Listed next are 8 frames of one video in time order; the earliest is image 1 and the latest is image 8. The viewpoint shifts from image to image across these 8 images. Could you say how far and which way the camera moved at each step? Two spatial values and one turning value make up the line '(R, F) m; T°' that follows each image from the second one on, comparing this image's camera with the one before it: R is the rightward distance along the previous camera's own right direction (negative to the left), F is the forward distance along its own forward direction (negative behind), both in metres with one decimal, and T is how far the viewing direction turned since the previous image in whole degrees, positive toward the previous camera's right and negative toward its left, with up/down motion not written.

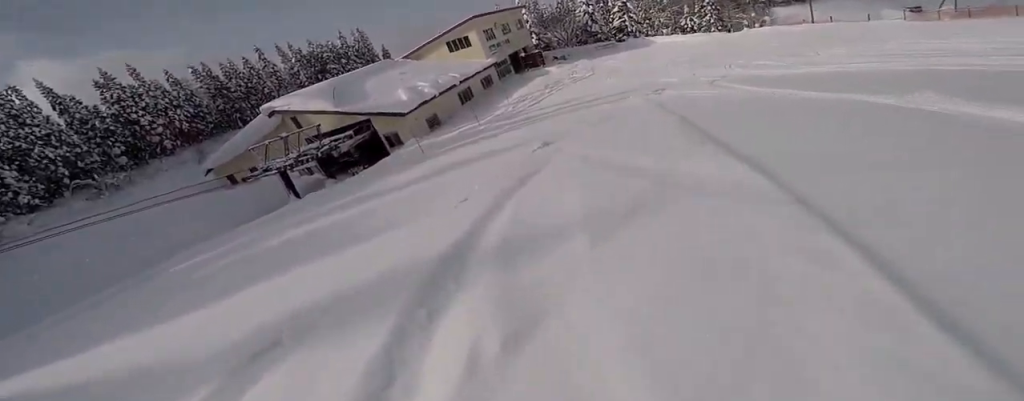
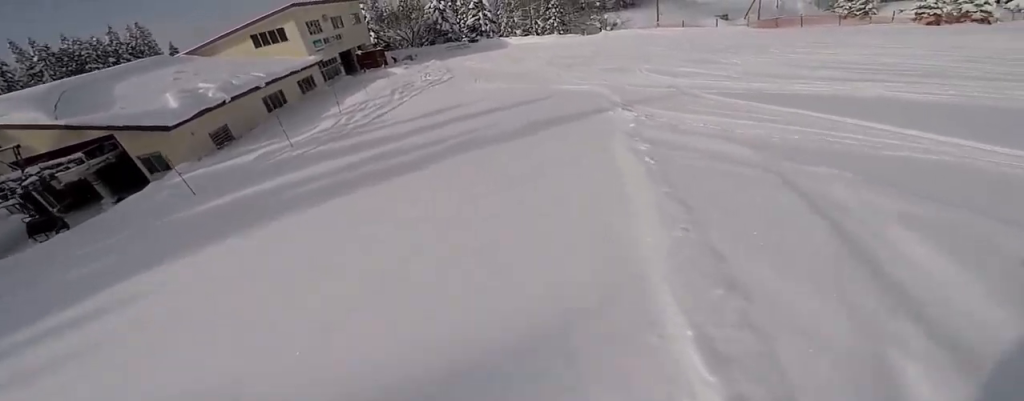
(+2.1, +8.0) m; +27°
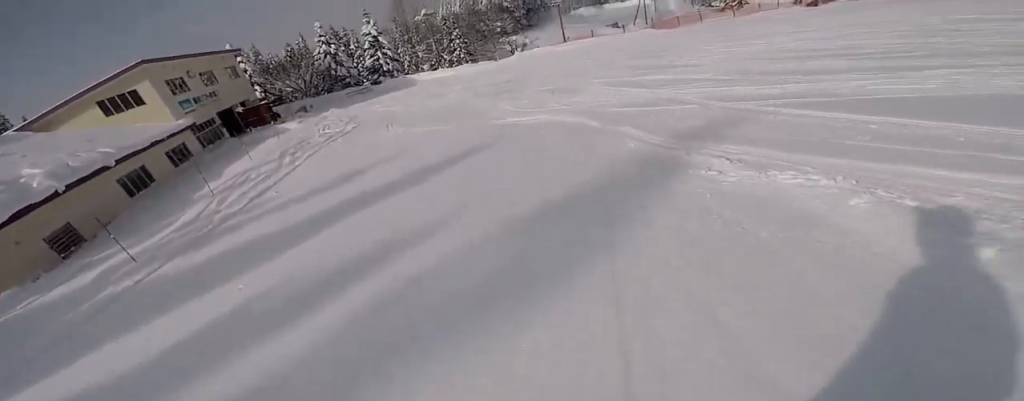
(+1.0, +4.9) m; +13°
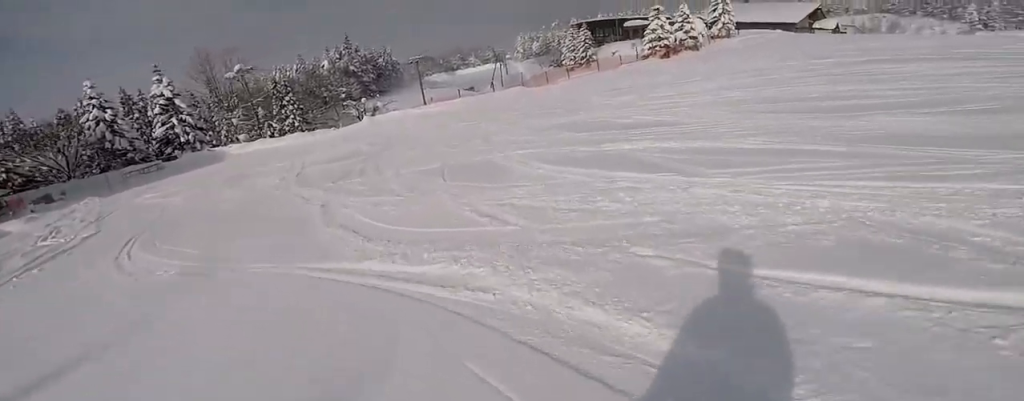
(+1.3, +7.7) m; +9°
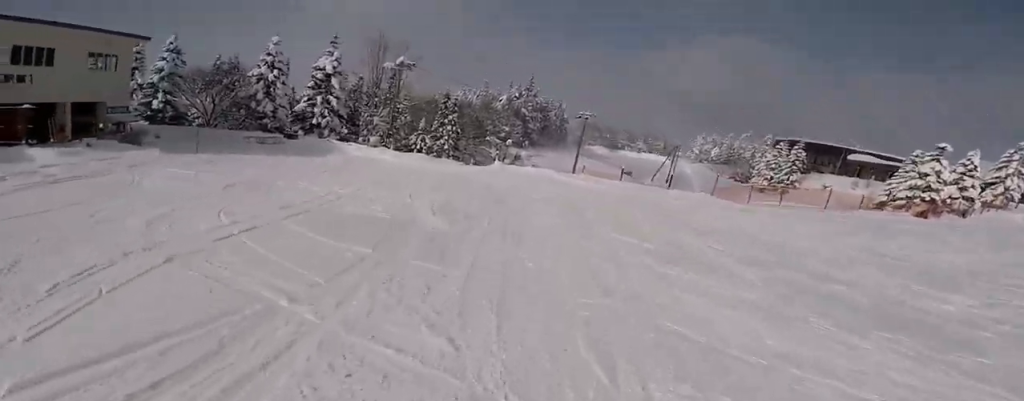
(-0.4, +10.1) m; -18°
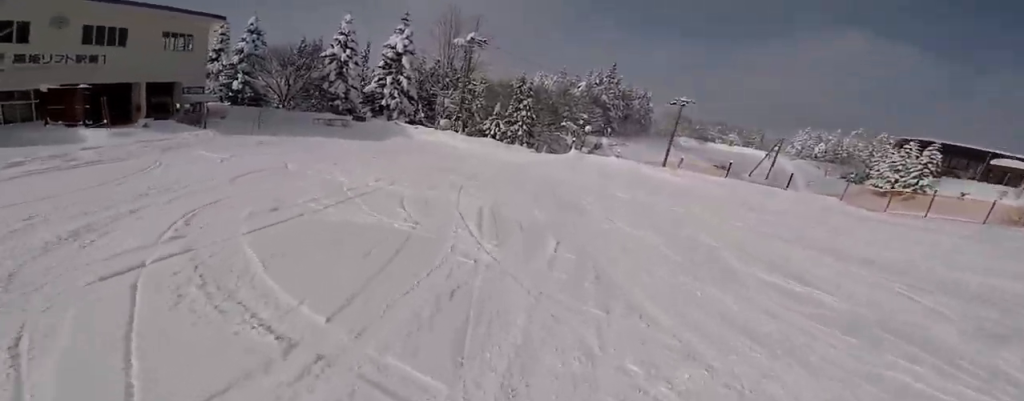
(-0.2, +3.1) m; -8°
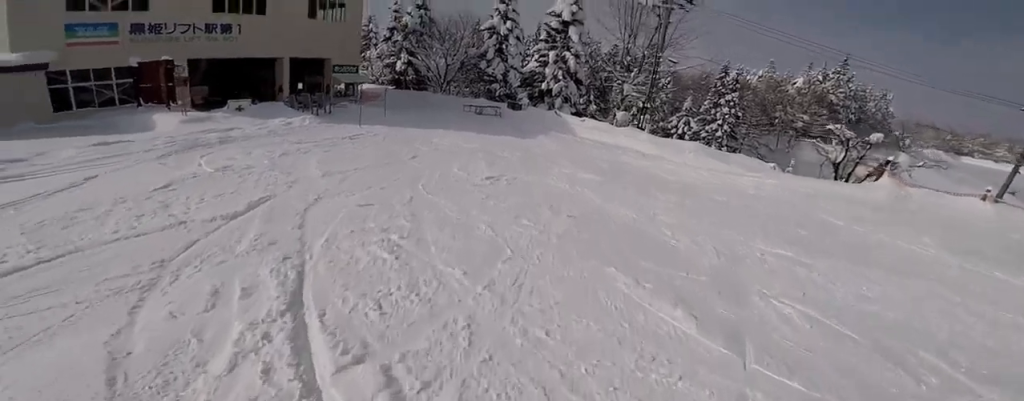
(-1.6, +8.4) m; -6°
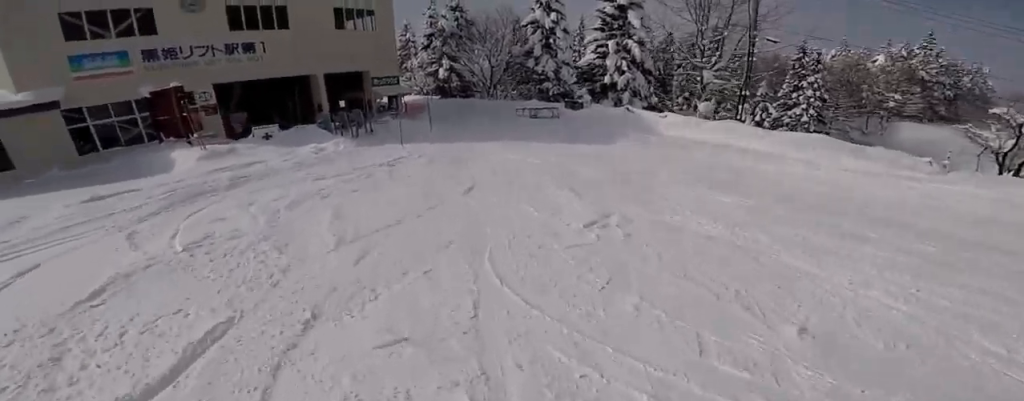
(0.0, +3.1) m; +4°
